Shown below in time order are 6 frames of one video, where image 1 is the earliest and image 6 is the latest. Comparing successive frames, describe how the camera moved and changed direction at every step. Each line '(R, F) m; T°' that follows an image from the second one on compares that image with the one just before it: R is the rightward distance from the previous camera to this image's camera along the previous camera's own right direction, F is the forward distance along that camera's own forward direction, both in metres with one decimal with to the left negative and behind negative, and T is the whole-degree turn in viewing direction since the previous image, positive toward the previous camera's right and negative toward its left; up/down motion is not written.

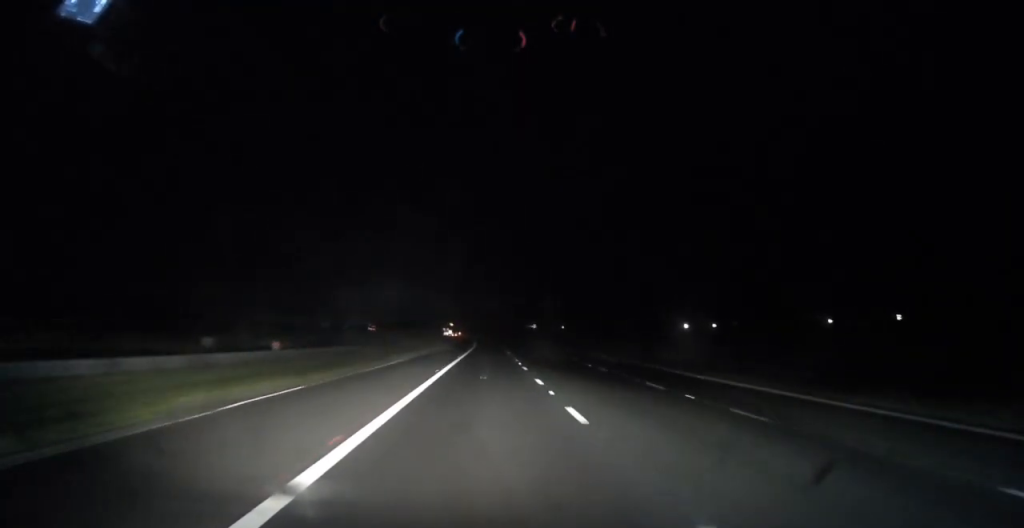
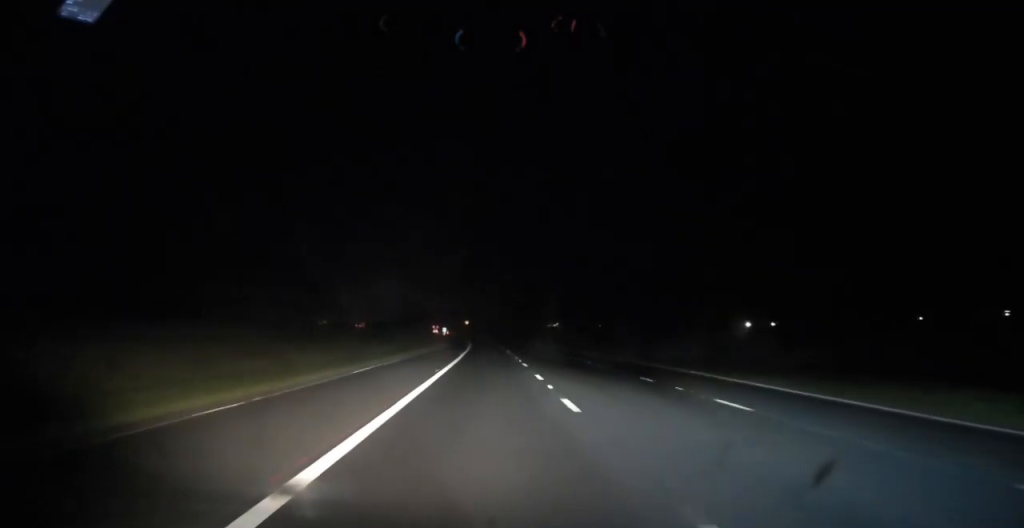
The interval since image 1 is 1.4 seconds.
(0.0, +37.8) m; 0°
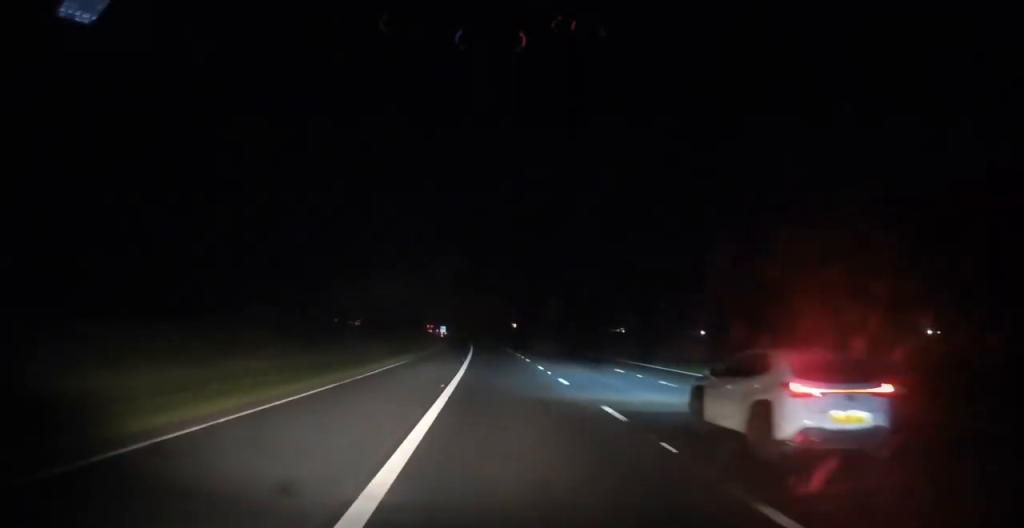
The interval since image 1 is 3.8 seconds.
(-0.7, +64.9) m; -1°
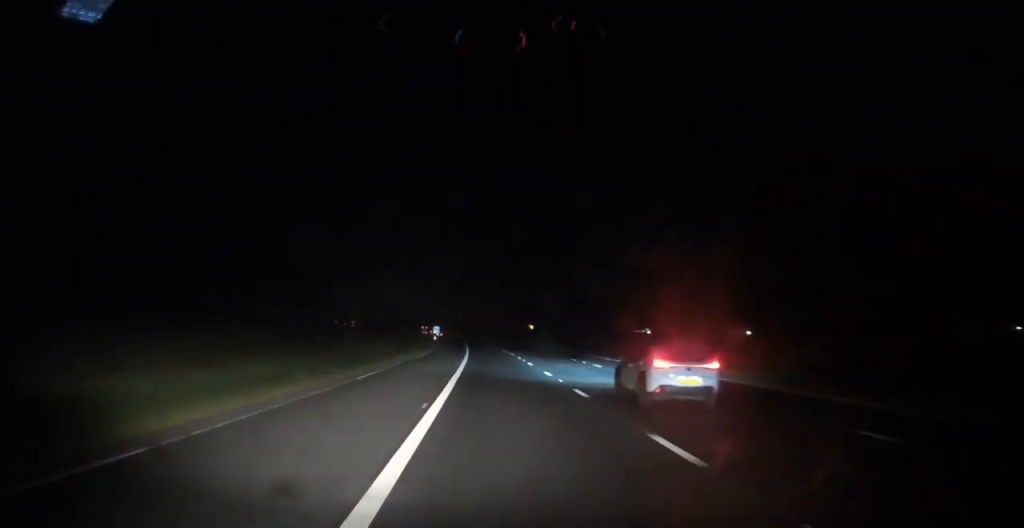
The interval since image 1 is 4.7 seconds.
(-0.1, +22.8) m; -1°
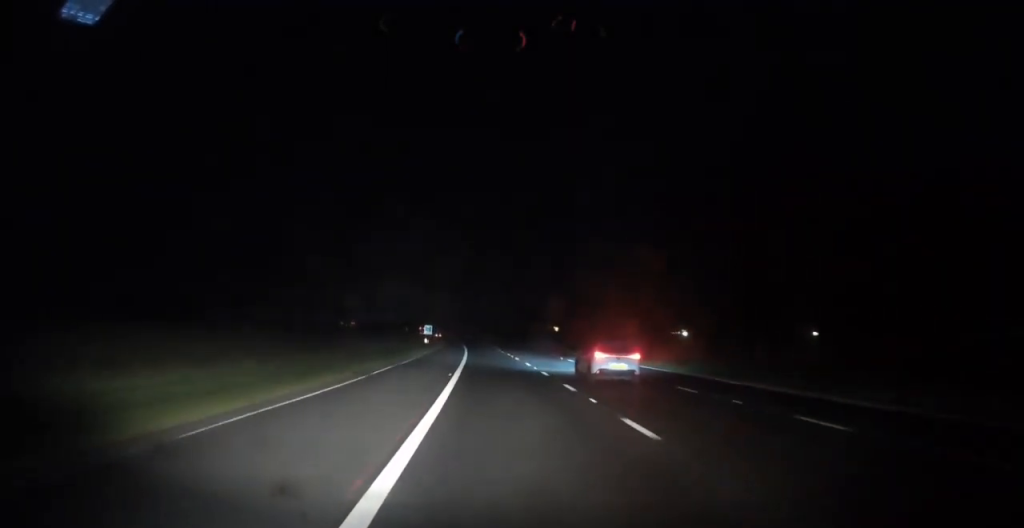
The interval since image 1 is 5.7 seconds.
(-0.1, +25.3) m; -1°
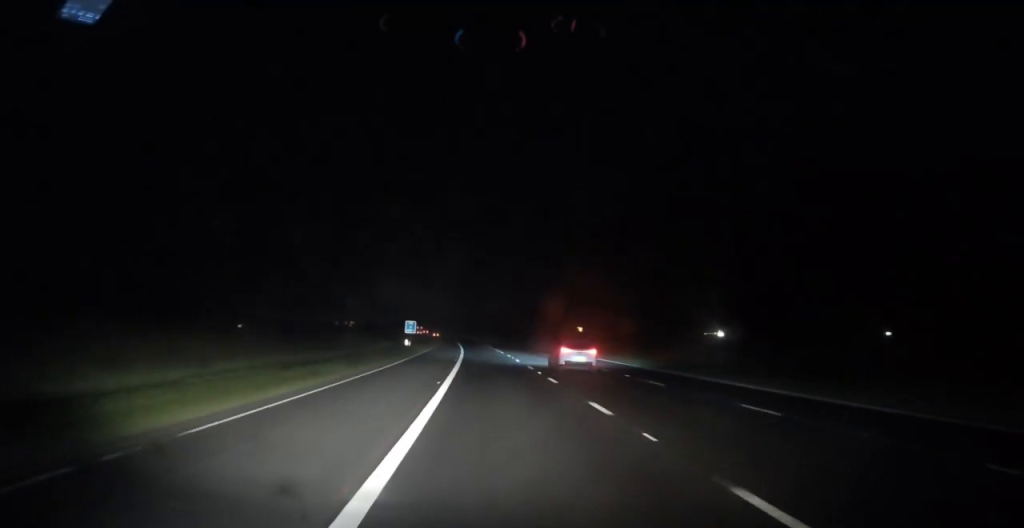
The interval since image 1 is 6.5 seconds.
(-0.1, +22.8) m; 0°
